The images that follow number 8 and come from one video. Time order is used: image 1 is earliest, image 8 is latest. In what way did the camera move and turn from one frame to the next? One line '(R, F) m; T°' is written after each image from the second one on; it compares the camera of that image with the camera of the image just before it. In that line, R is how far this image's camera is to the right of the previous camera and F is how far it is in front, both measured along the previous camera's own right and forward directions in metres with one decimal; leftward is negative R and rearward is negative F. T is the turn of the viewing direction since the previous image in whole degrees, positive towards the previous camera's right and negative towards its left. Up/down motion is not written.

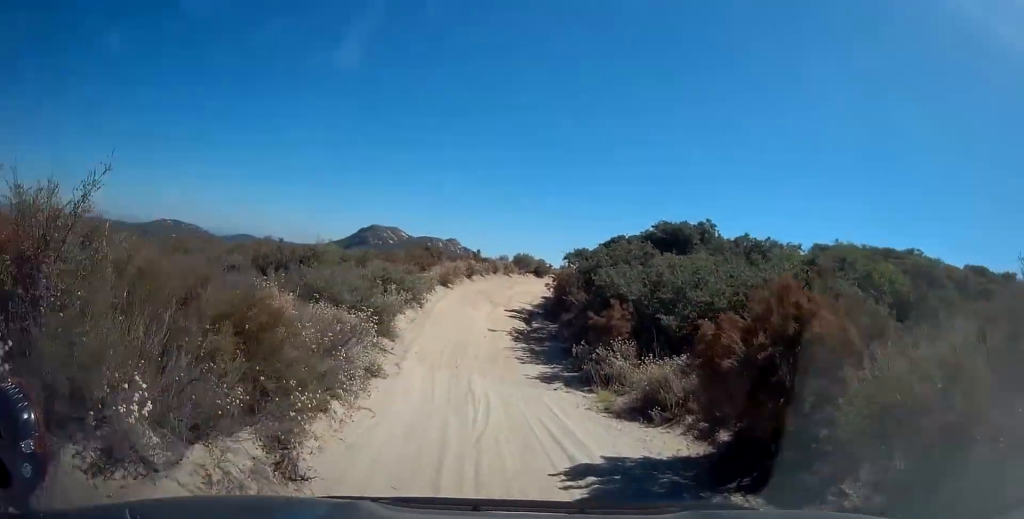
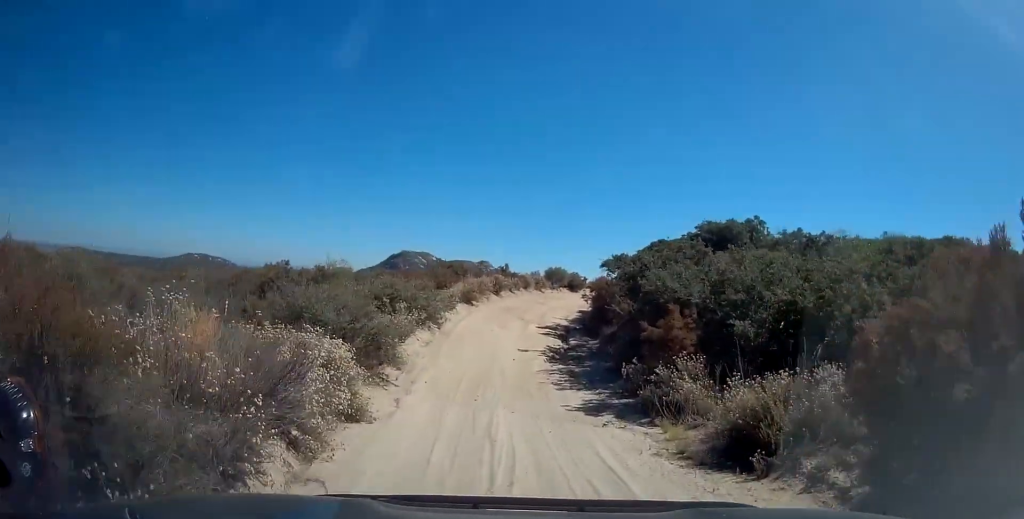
(-0.2, +3.3) m; -3°
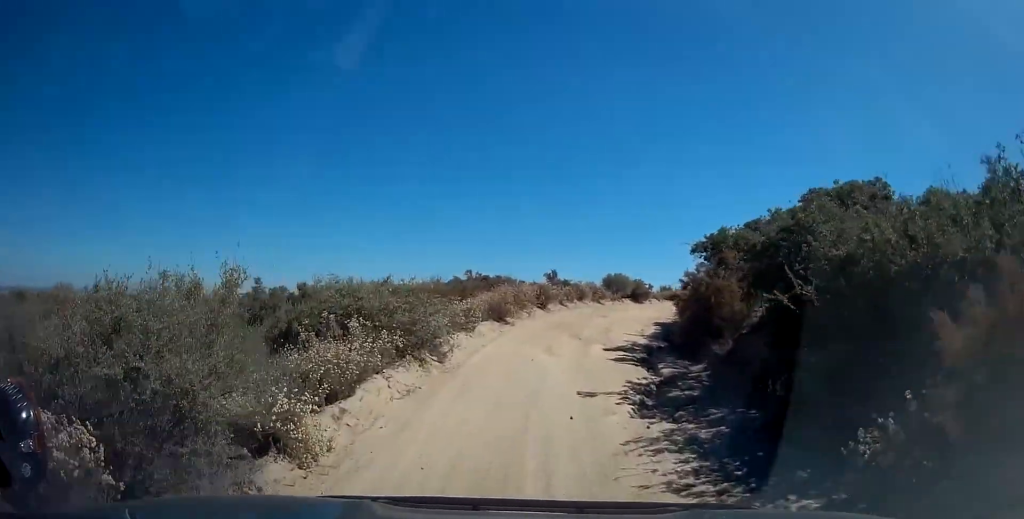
(0.0, +8.6) m; 0°
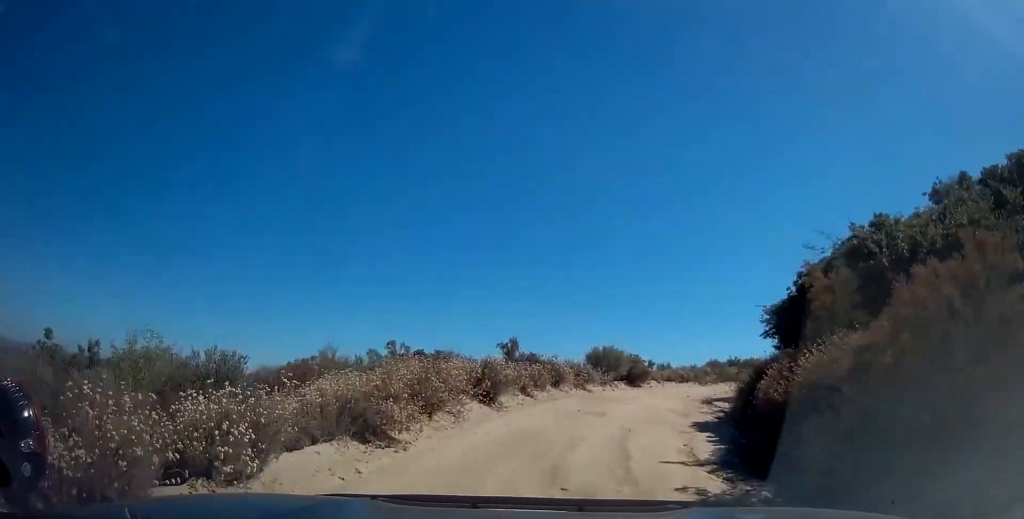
(0.0, +11.4) m; 0°
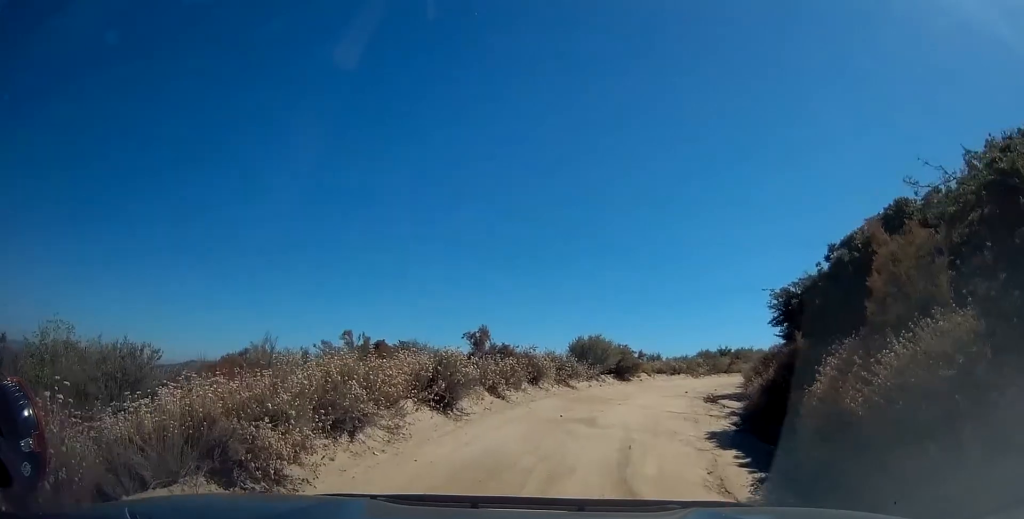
(0.0, +3.2) m; 0°
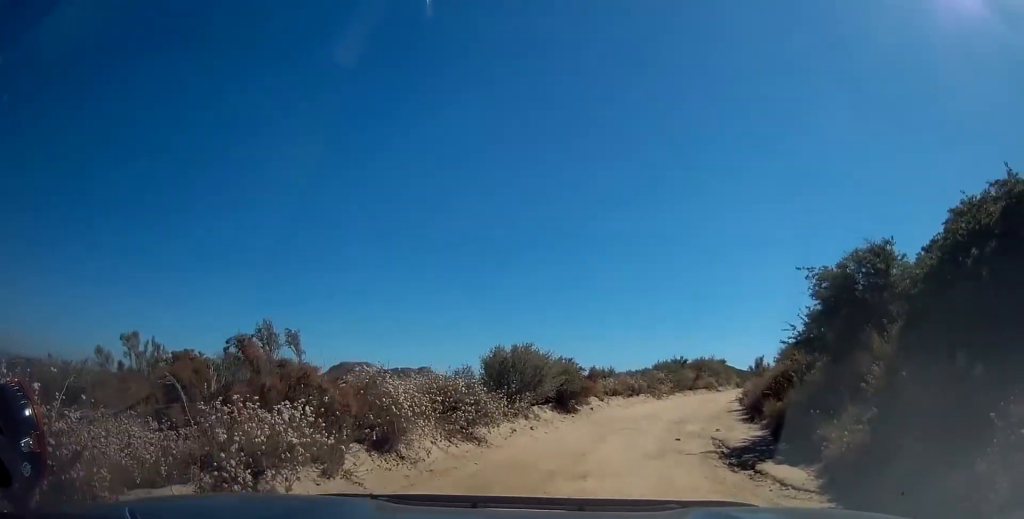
(0.0, +9.3) m; +6°
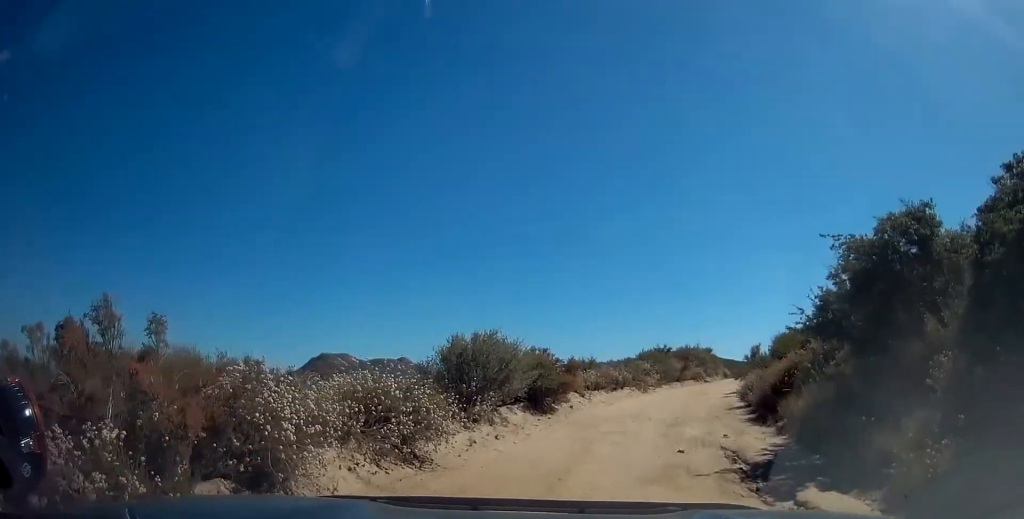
(+0.2, +2.7) m; +4°
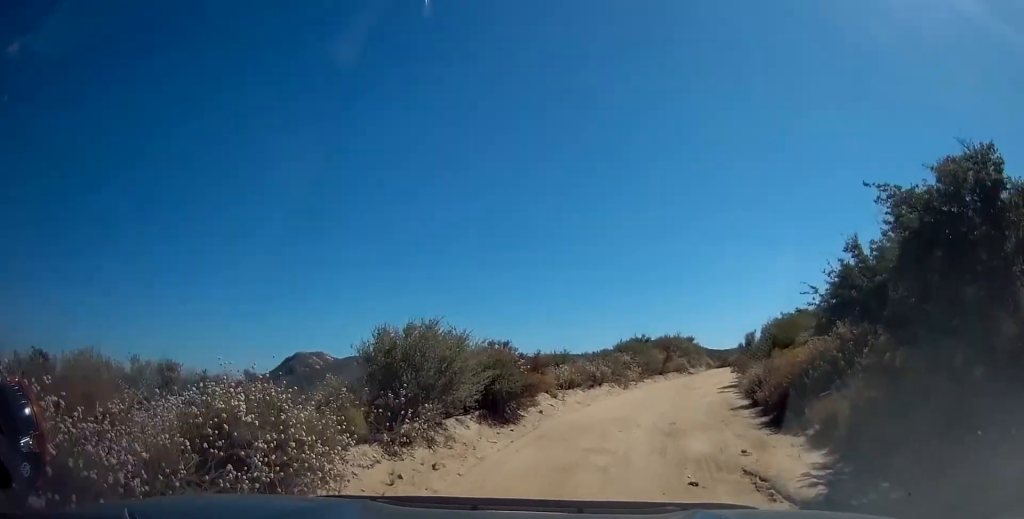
(+0.3, +3.1) m; +4°
